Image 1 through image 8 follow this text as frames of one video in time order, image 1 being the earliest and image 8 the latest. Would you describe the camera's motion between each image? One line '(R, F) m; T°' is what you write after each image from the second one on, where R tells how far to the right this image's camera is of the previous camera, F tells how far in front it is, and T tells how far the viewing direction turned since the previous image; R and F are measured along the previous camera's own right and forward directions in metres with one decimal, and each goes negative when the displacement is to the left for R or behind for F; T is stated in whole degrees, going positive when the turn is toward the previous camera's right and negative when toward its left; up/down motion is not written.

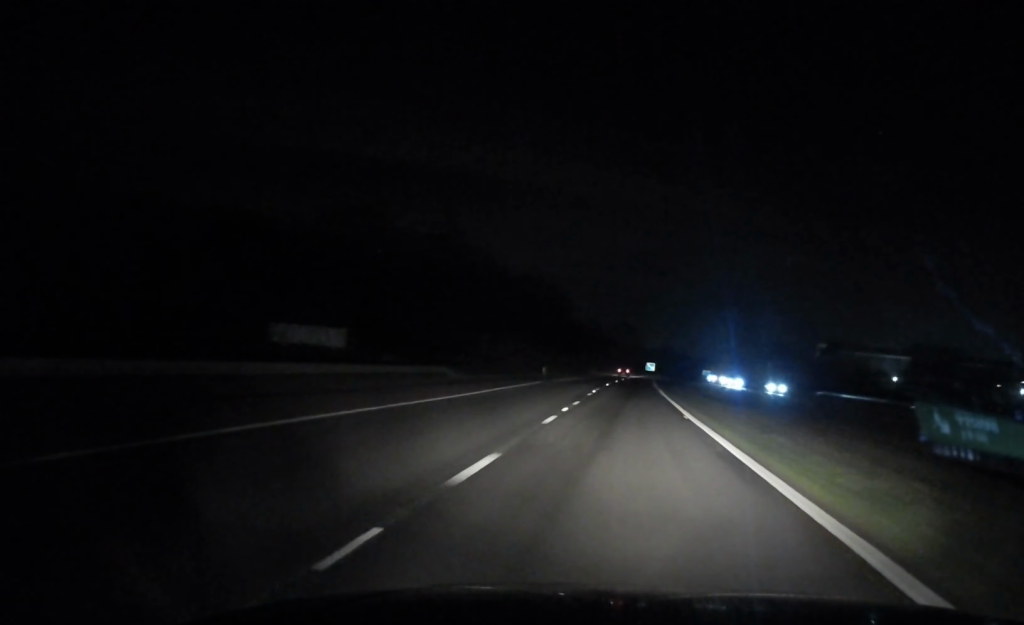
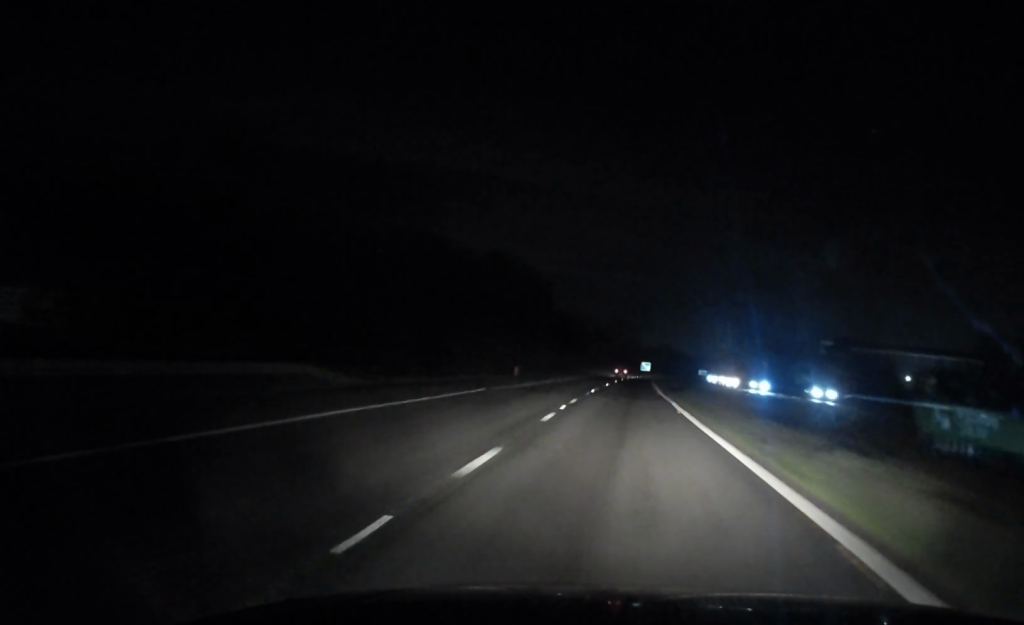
(+0.1, +17.1) m; +1°
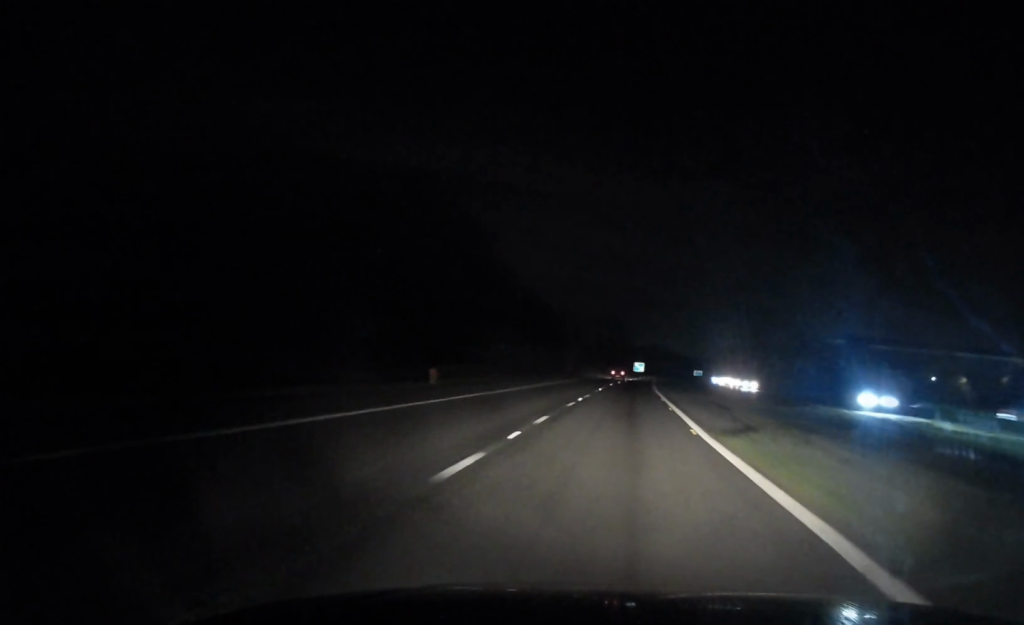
(+0.2, +24.7) m; +1°
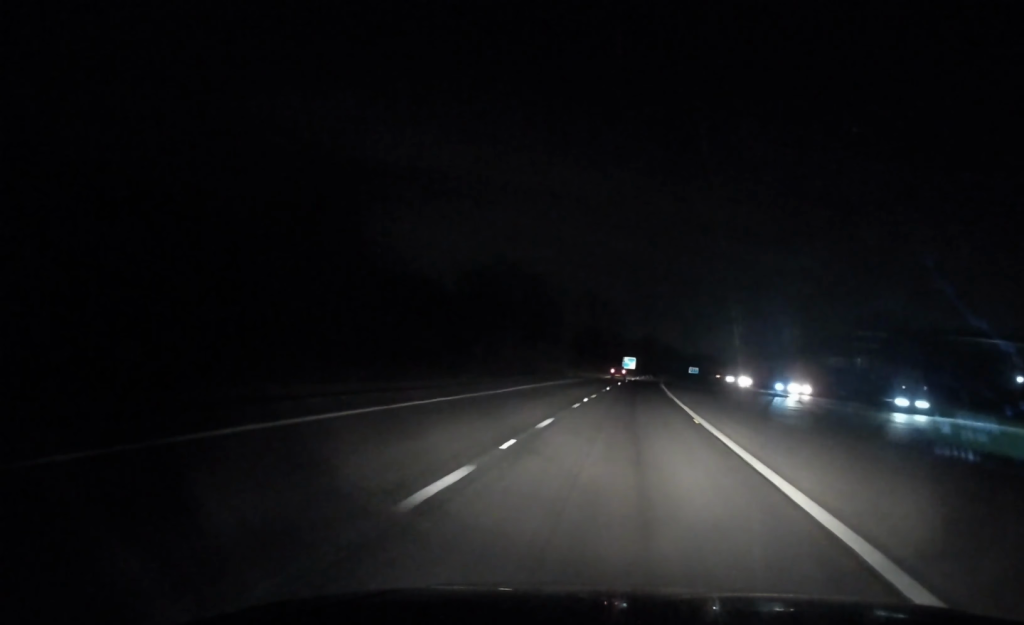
(+0.4, +52.9) m; +1°
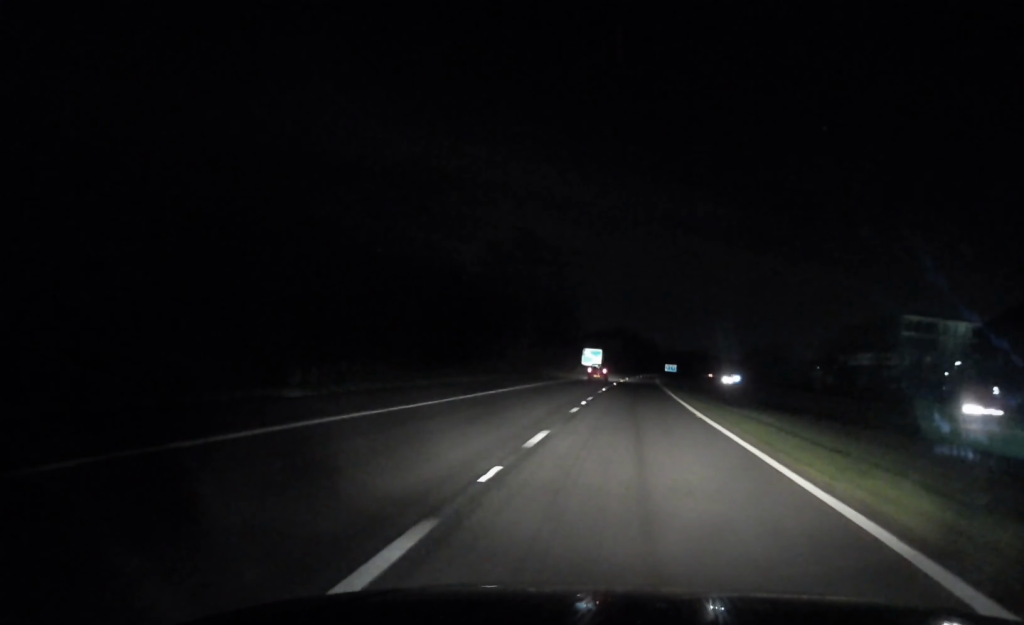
(+0.8, +70.6) m; +2°
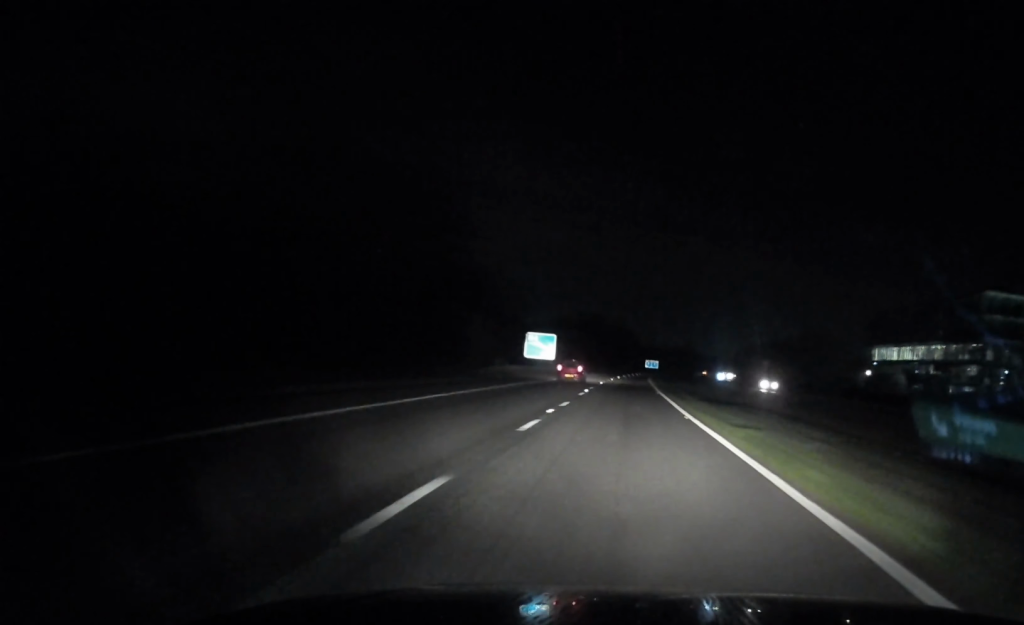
(+1.1, +56.6) m; +3°
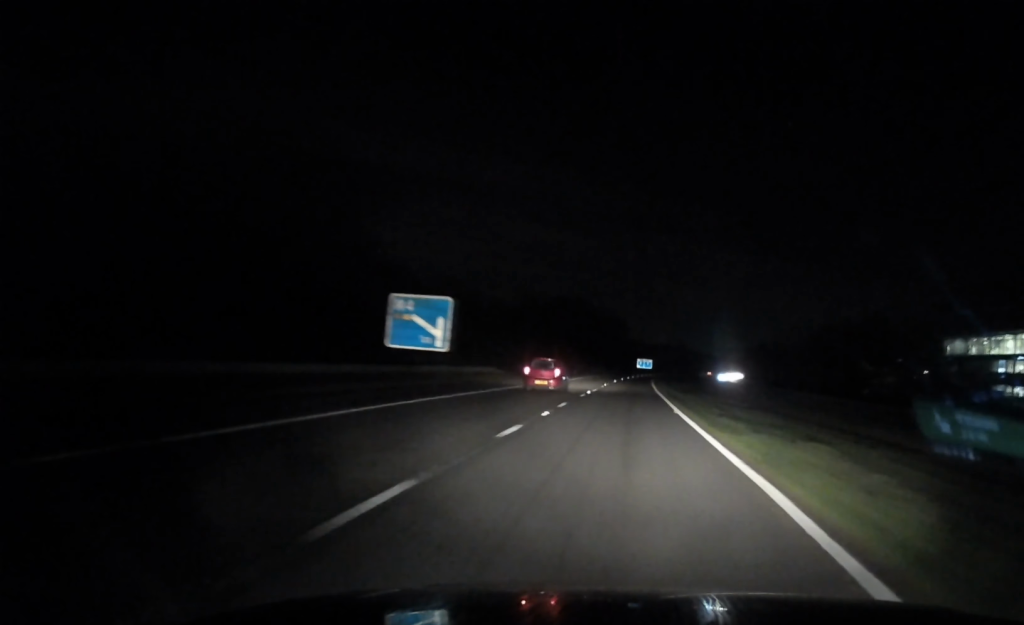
(+0.6, +51.6) m; +1°
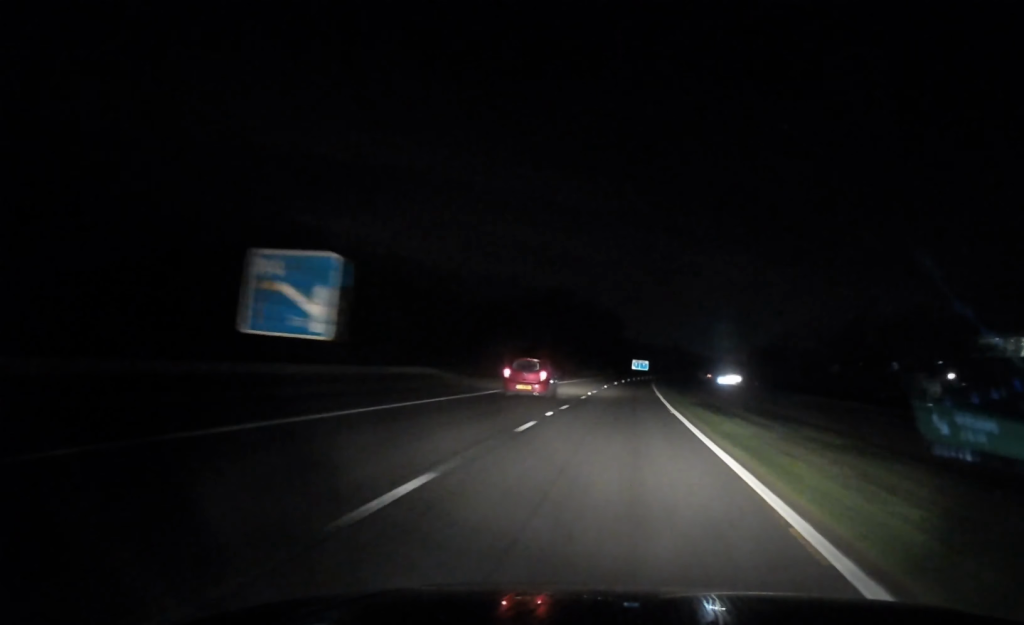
(-0.1, +17.4) m; 0°
